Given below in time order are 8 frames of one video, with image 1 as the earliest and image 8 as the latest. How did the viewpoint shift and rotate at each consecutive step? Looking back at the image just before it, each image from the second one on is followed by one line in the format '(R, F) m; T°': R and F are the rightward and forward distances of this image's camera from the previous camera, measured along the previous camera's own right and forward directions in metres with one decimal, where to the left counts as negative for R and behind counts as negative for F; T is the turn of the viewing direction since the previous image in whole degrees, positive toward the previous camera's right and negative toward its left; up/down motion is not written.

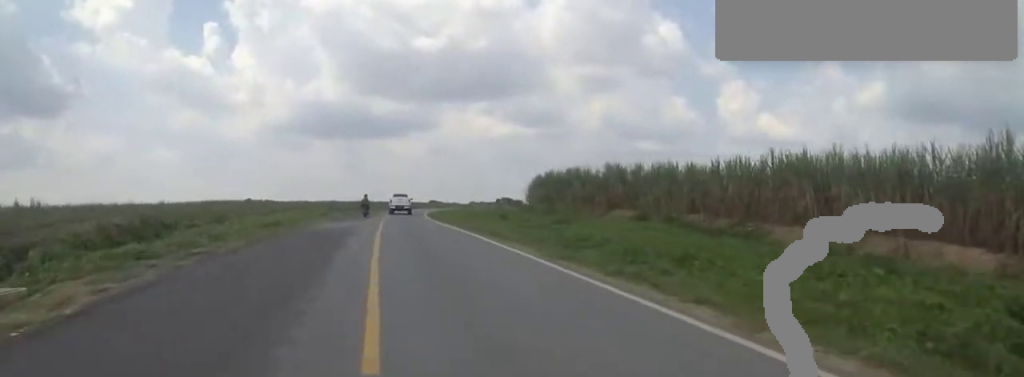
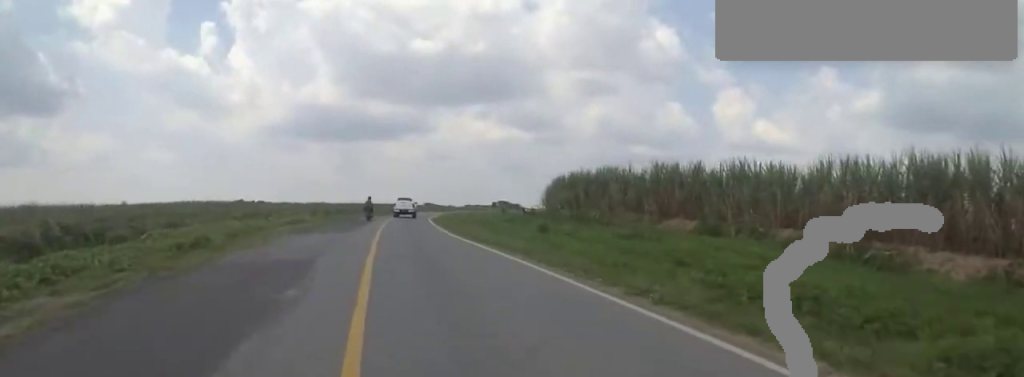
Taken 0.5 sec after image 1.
(+0.3, +9.1) m; +1°
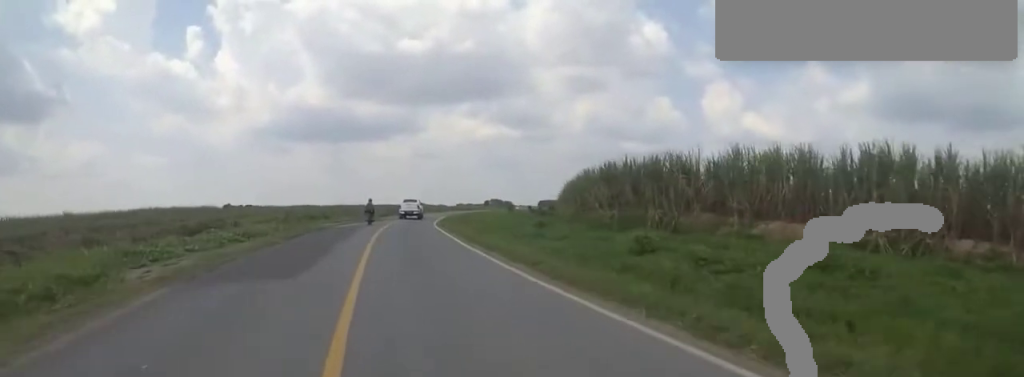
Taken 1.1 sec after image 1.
(+1.0, +10.3) m; +2°
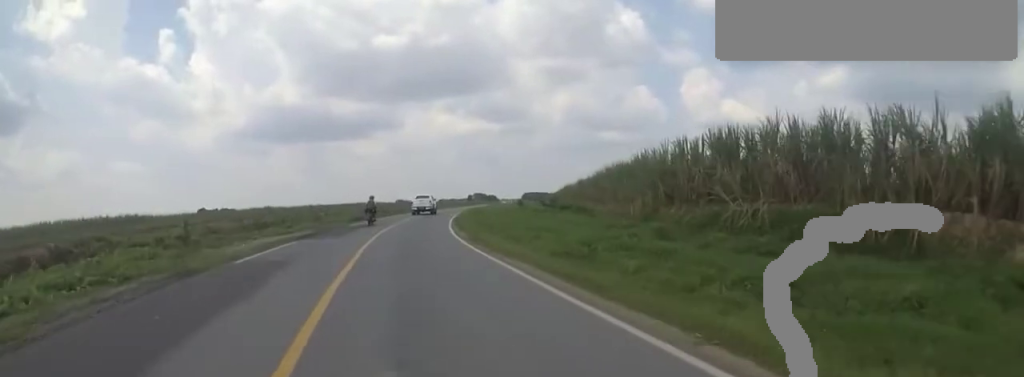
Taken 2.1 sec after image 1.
(-0.8, +16.4) m; +1°
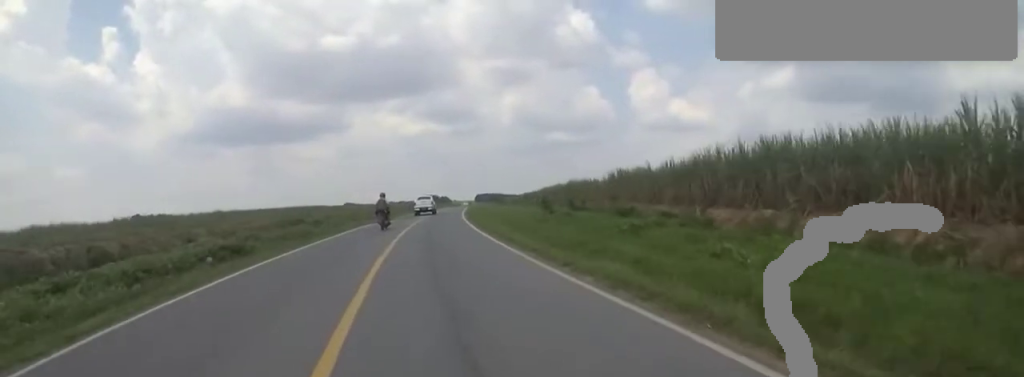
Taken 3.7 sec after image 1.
(+3.8, +27.1) m; +12°
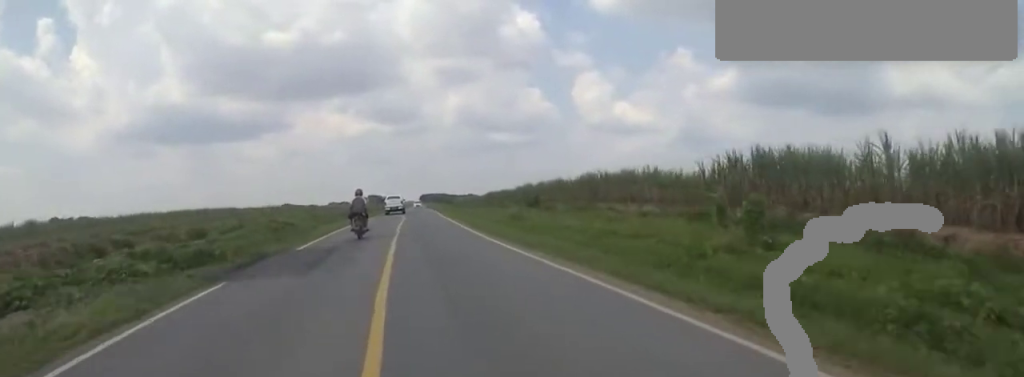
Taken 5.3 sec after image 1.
(0.0, +28.1) m; -1°
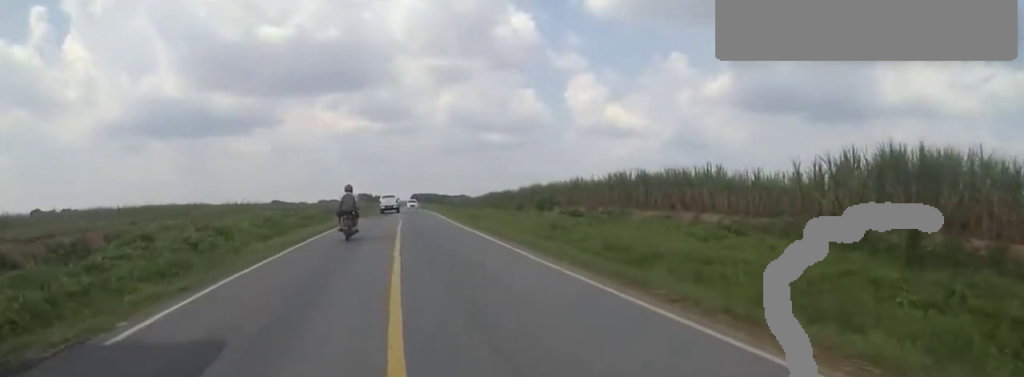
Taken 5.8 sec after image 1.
(0.0, +9.2) m; +4°
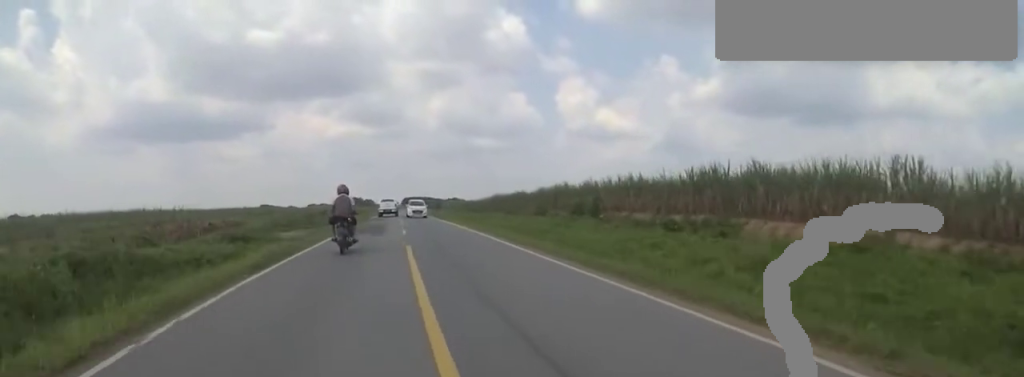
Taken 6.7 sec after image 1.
(+1.1, +14.6) m; +3°
